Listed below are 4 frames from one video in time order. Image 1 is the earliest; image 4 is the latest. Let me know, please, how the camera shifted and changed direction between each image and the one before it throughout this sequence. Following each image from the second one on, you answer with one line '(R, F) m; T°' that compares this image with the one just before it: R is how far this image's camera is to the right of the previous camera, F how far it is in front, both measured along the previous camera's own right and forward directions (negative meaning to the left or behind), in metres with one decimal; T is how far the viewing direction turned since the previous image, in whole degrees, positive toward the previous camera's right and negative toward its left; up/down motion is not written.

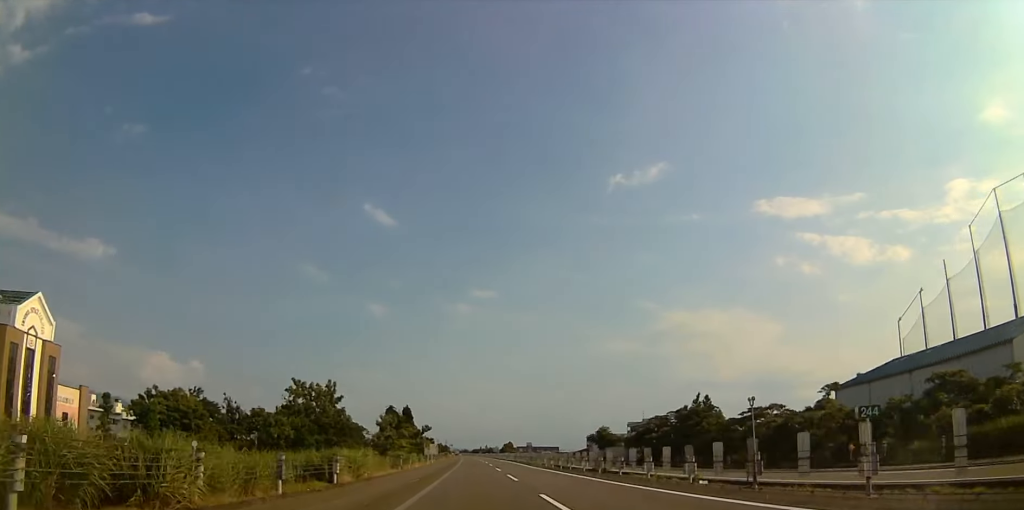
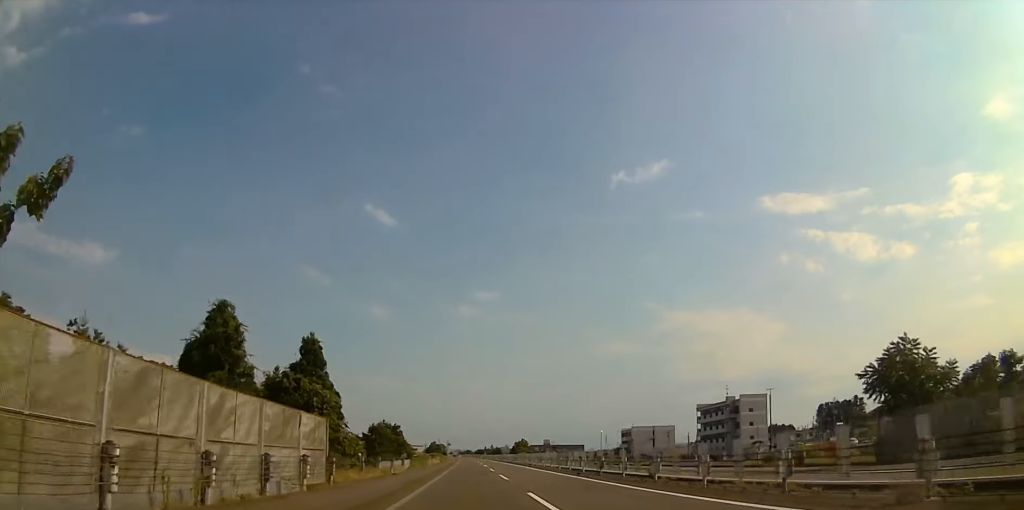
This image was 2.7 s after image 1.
(-0.5, +79.2) m; -2°
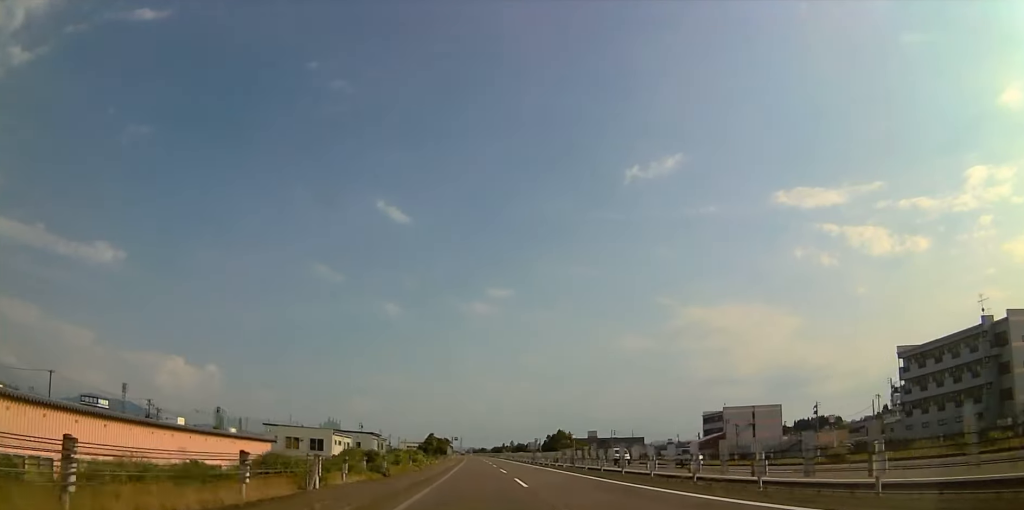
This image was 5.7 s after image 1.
(+0.3, +87.4) m; 0°
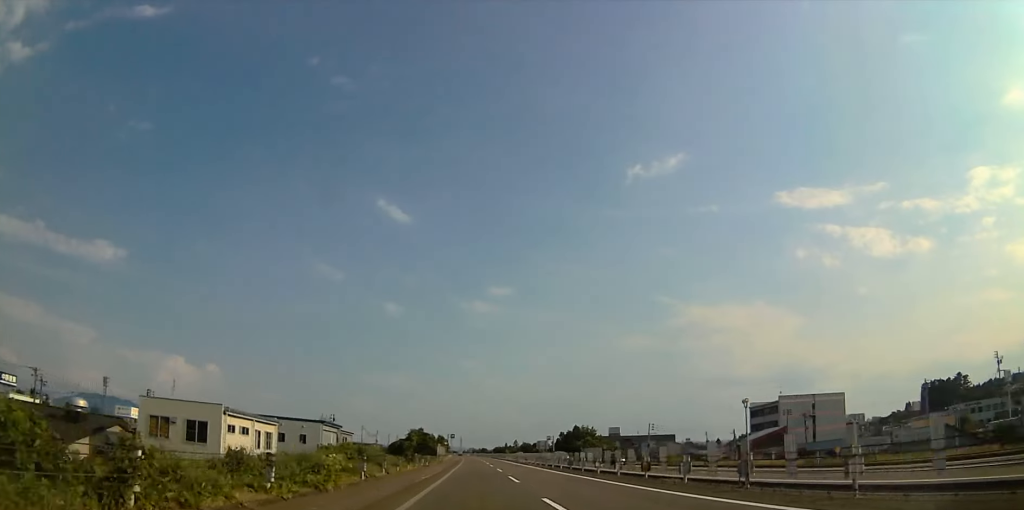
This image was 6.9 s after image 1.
(-0.7, +34.7) m; -1°
